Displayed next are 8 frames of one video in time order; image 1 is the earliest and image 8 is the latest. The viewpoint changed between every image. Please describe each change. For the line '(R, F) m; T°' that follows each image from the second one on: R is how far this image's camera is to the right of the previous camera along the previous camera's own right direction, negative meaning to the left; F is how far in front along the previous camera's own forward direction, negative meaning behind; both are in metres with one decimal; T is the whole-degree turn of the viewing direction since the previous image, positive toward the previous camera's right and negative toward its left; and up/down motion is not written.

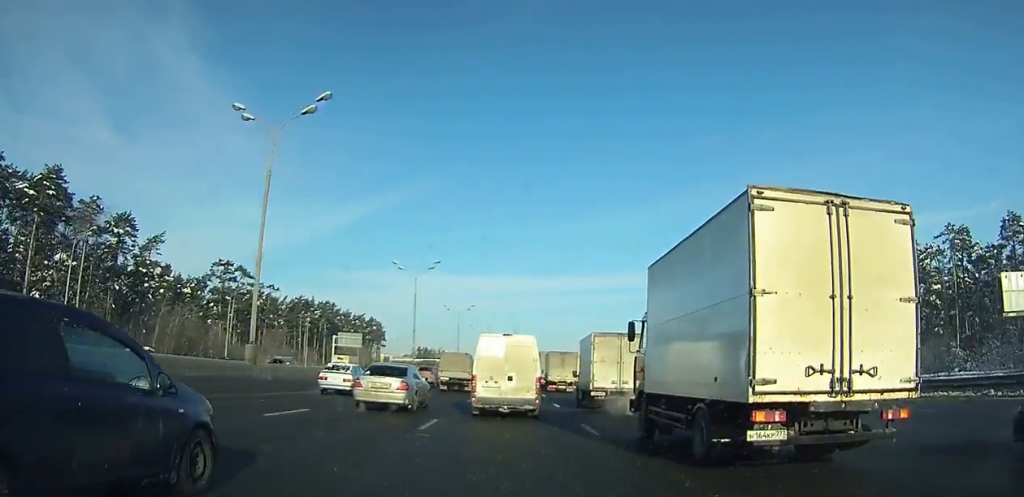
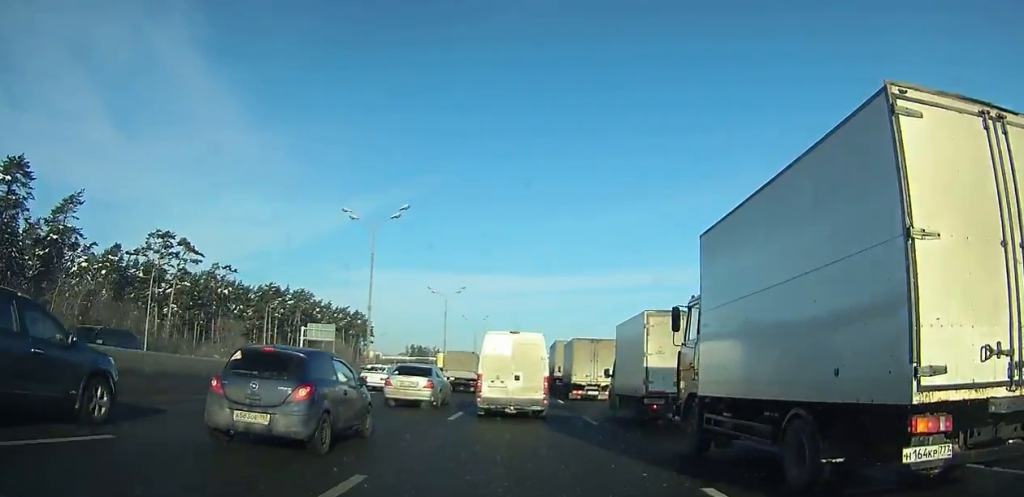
(0.0, +25.2) m; 0°
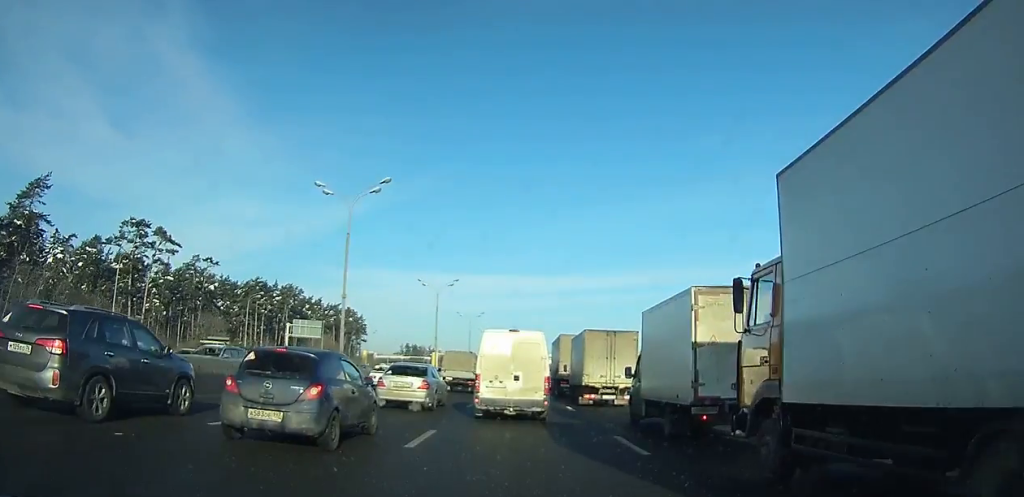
(0.0, +7.9) m; 0°
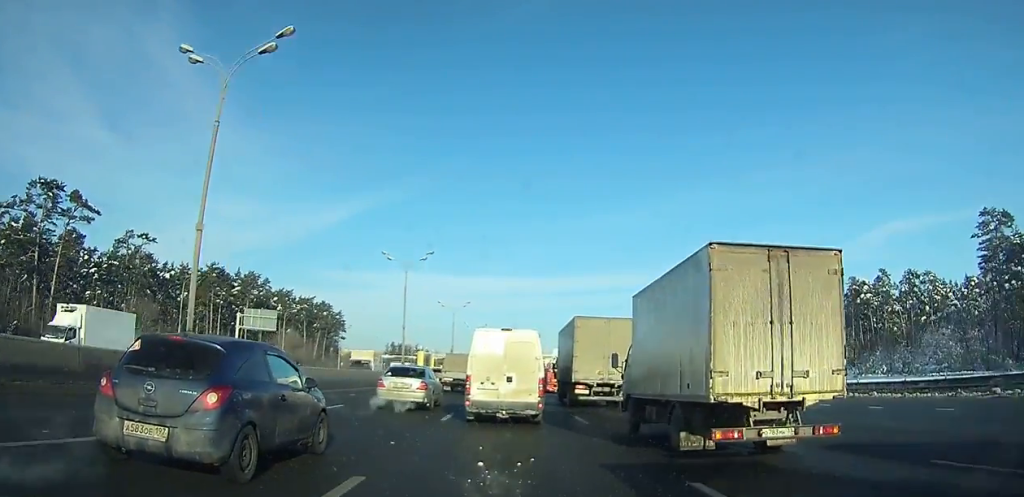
(0.0, +25.4) m; +1°
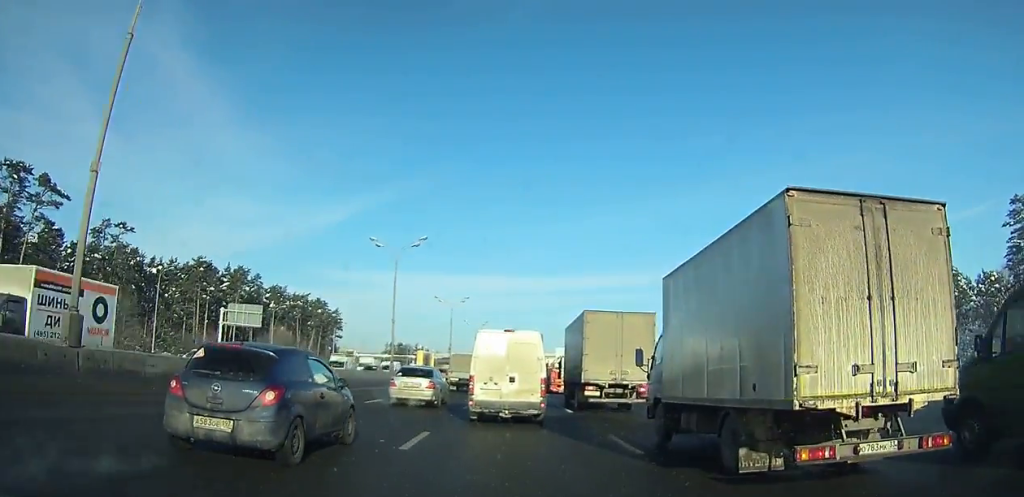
(+0.1, +8.8) m; +1°
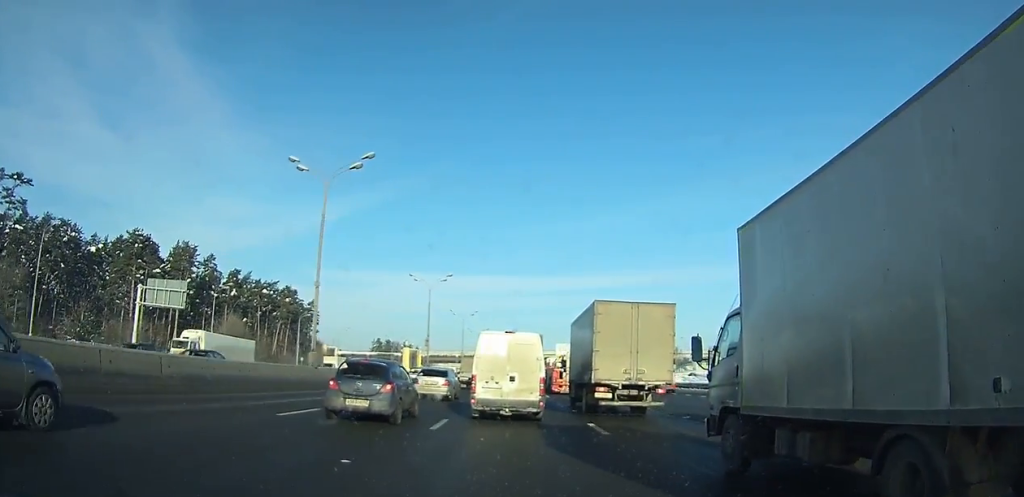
(+0.5, +26.3) m; +1°
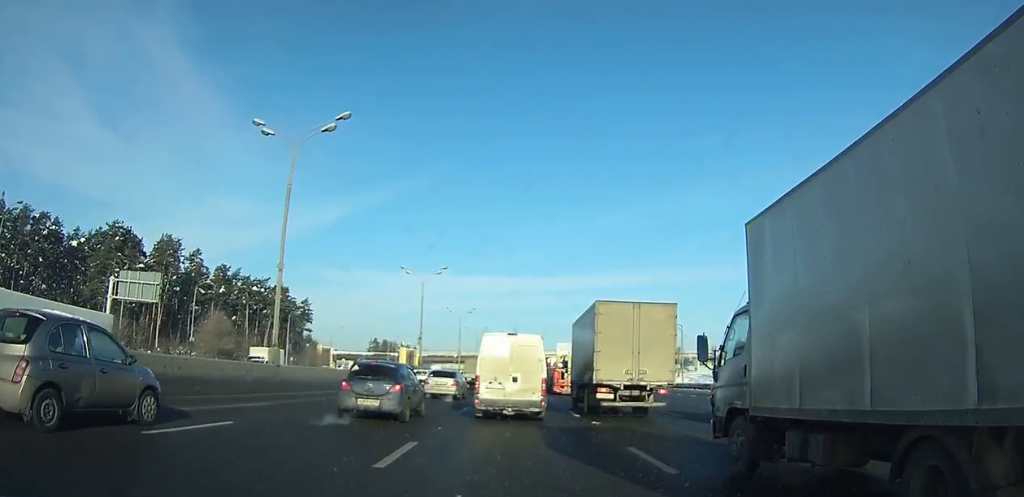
(0.0, +6.1) m; 0°
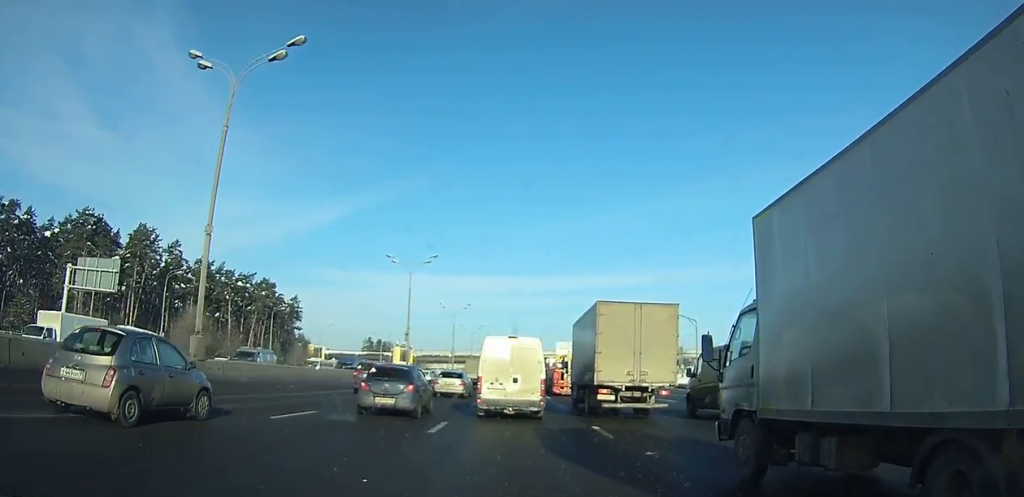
(0.0, +7.8) m; 0°
